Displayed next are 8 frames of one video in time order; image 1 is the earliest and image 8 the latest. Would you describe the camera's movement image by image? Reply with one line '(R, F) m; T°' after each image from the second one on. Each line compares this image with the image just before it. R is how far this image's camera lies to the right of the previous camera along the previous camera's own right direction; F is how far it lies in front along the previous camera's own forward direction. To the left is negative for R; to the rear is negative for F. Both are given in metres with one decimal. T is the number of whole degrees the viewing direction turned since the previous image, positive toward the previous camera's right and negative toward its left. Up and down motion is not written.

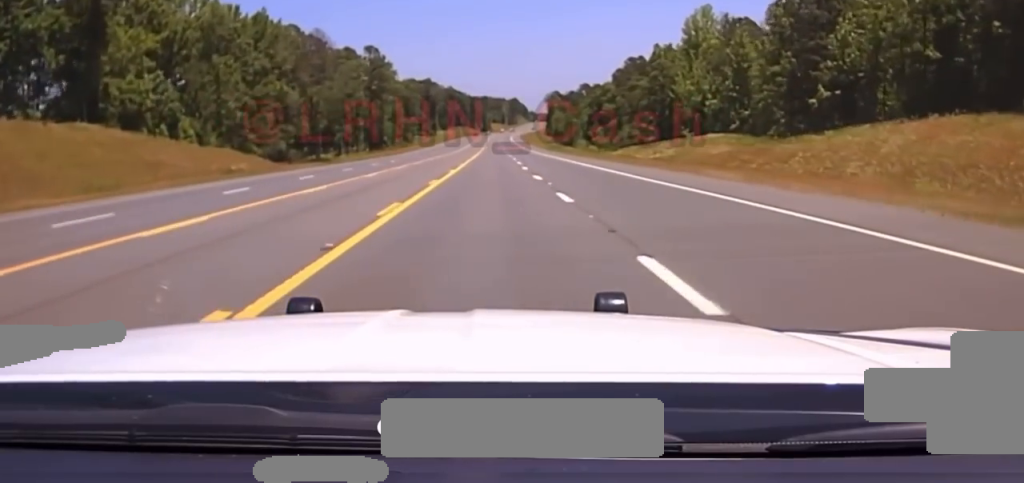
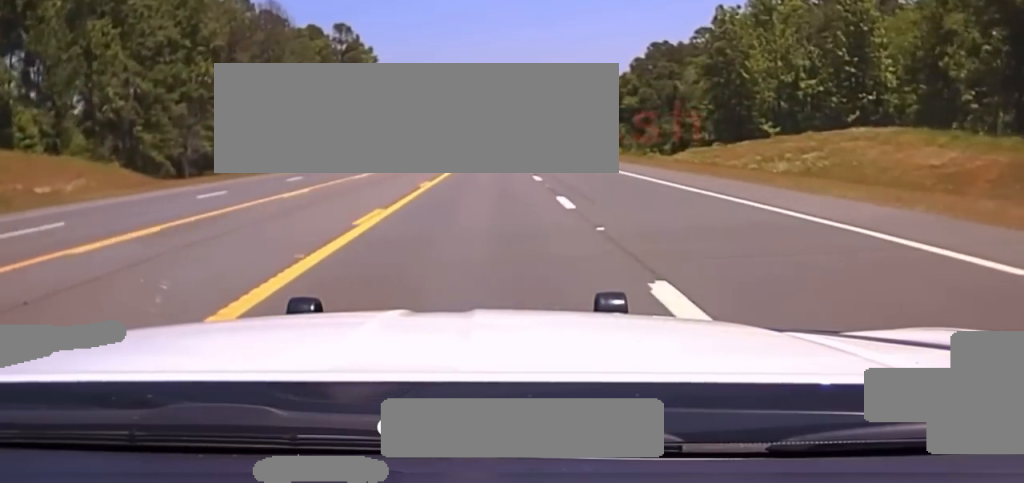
(0.0, +34.0) m; 0°
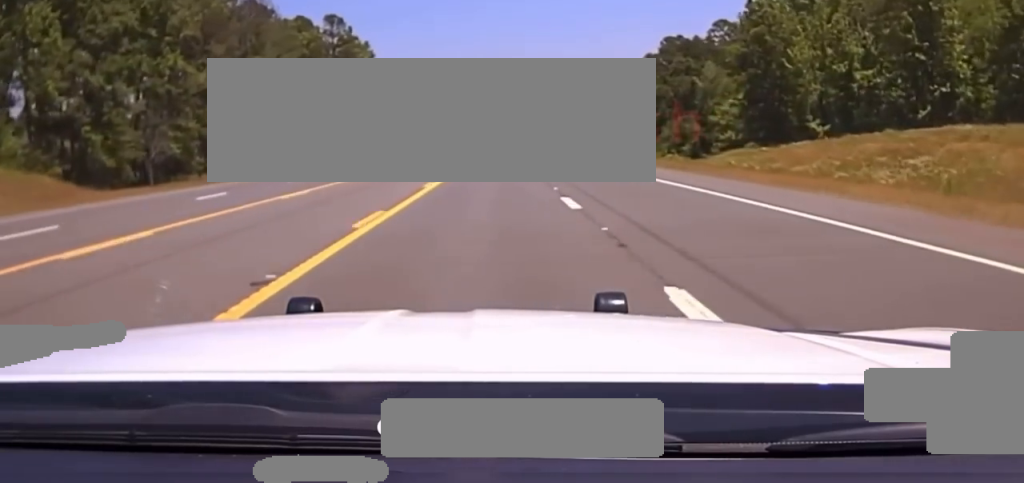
(0.0, +10.8) m; 0°
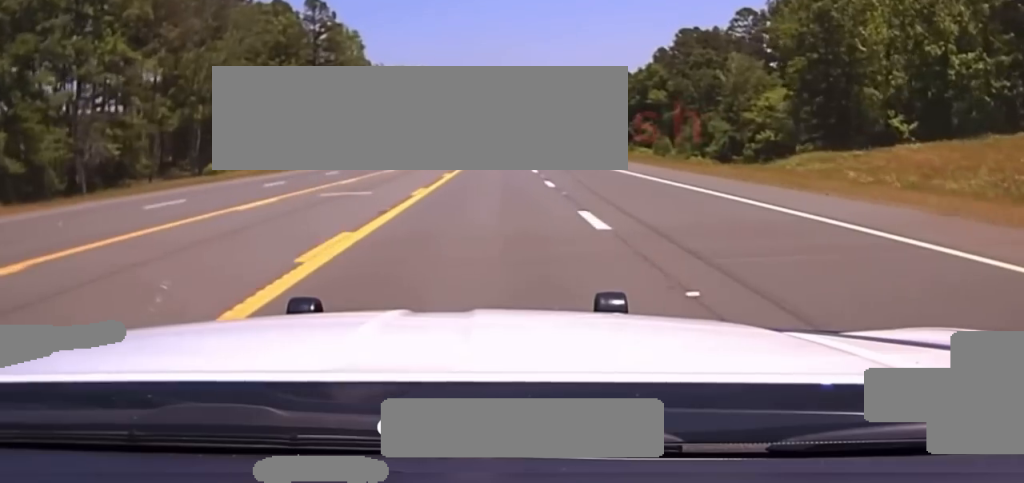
(0.0, +14.2) m; 0°
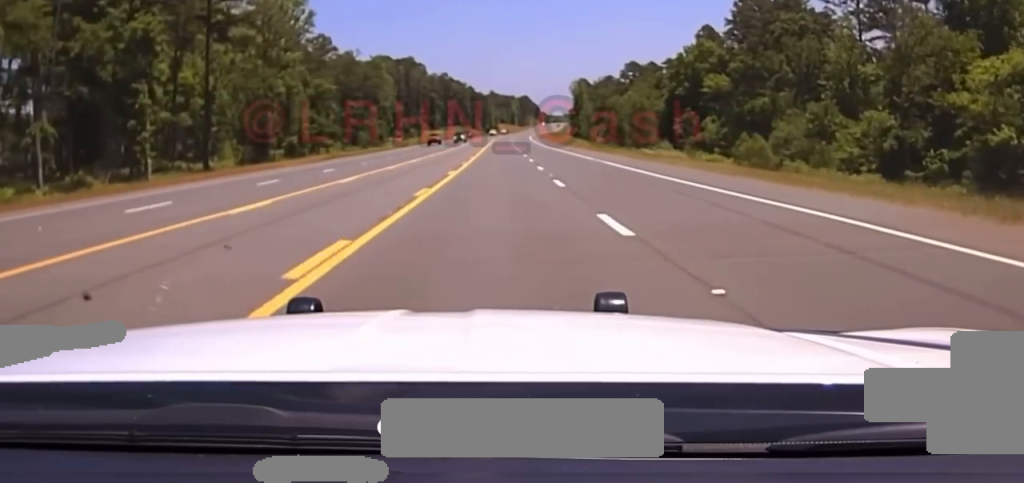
(-0.3, +48.6) m; -1°
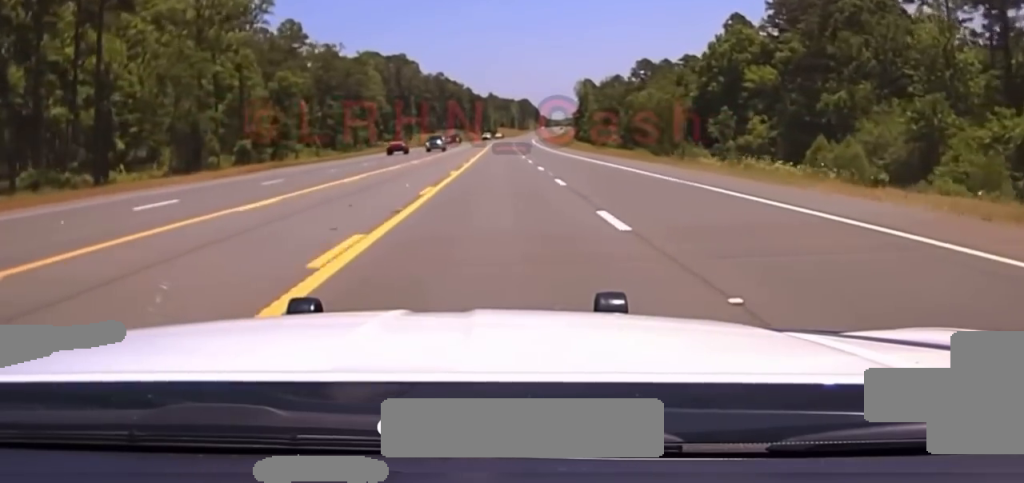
(0.0, +25.2) m; 0°
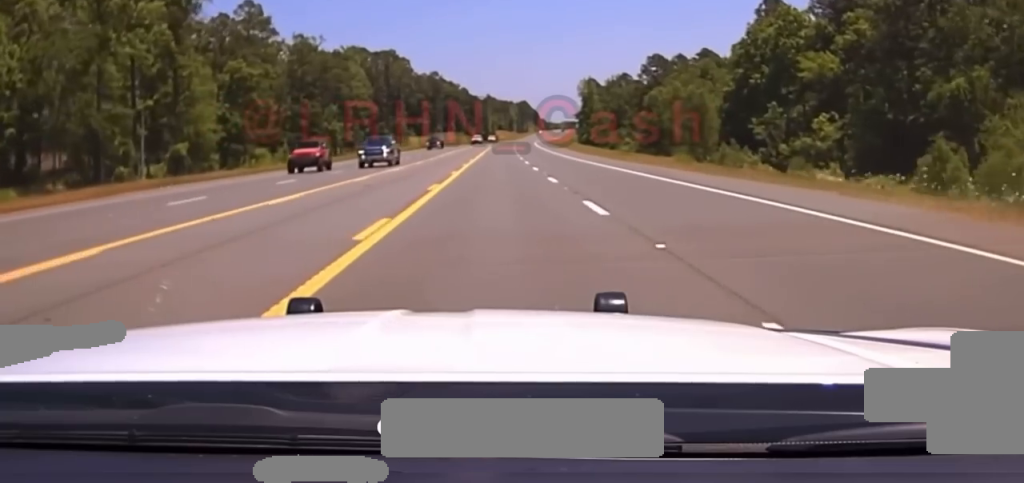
(+0.1, +24.1) m; 0°
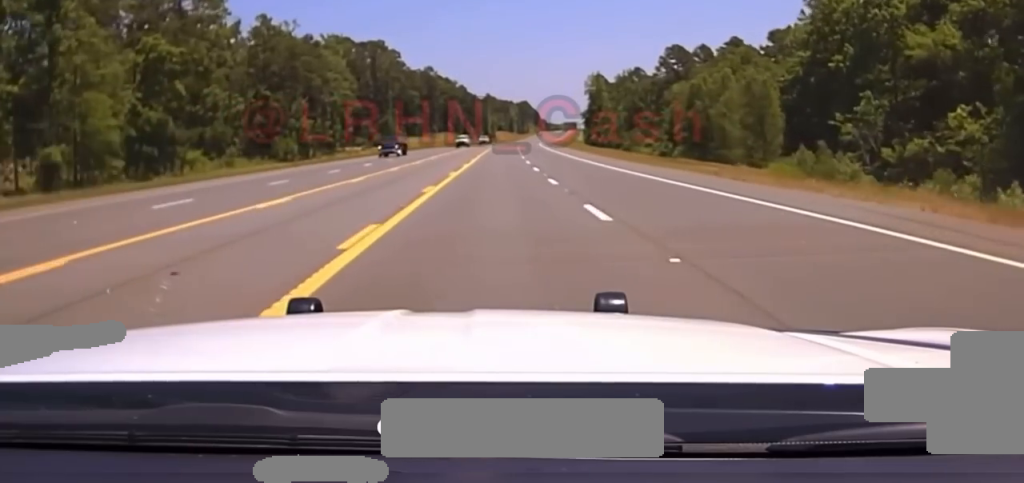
(+0.1, +28.1) m; 0°
